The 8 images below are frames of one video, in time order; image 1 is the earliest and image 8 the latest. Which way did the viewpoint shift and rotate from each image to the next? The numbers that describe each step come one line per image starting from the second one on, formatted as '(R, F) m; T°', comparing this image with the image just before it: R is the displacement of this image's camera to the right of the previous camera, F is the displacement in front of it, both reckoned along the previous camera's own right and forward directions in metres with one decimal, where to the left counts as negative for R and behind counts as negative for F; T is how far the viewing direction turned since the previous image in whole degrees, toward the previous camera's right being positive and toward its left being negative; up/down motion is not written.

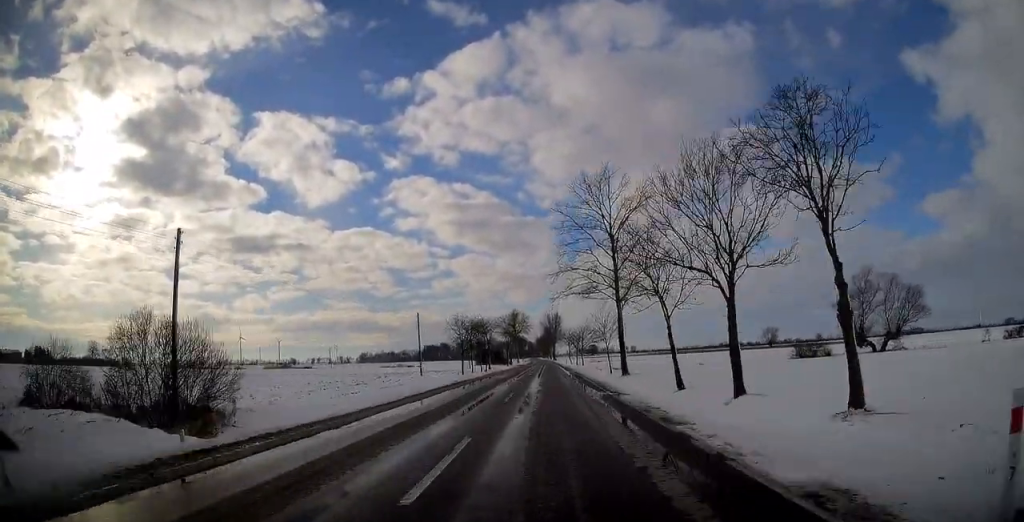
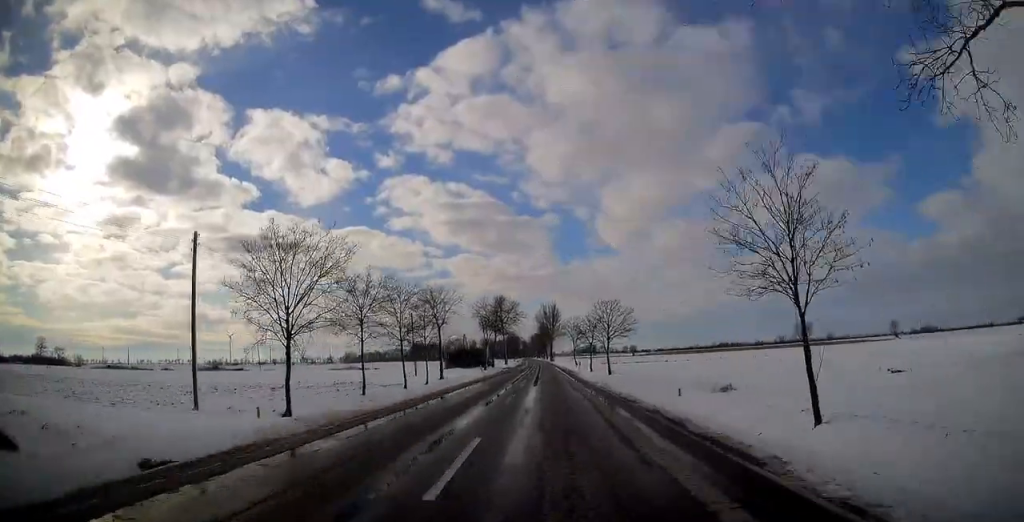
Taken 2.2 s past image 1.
(+0.2, +47.2) m; 0°
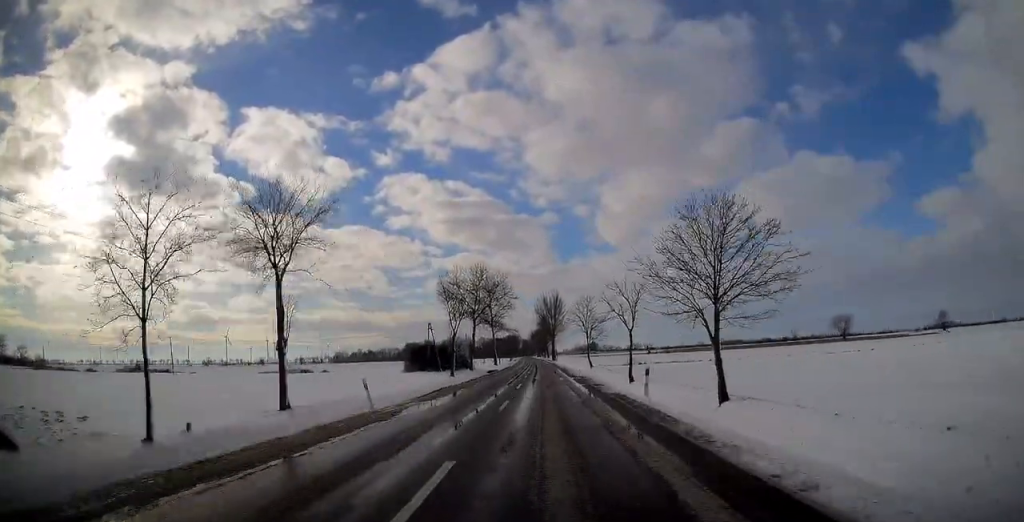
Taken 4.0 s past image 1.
(+0.1, +37.3) m; 0°
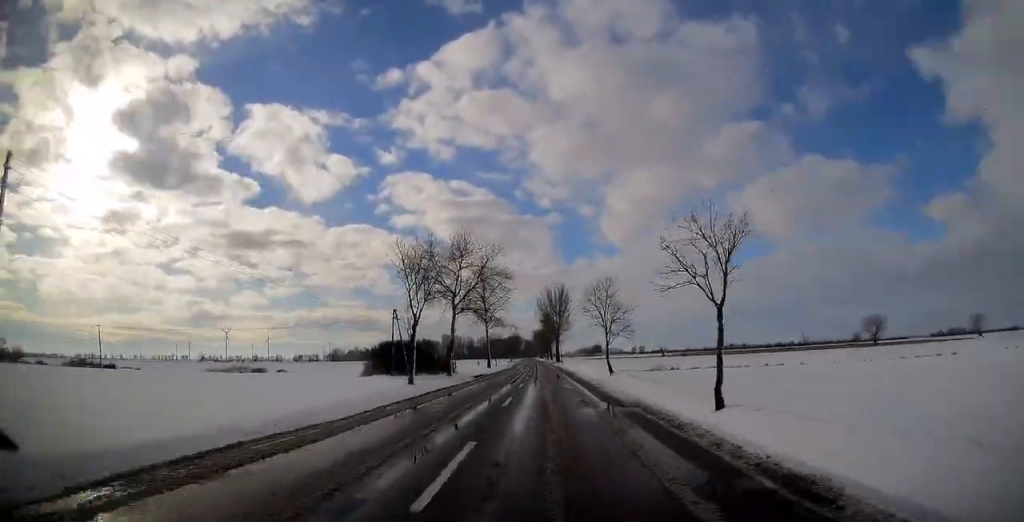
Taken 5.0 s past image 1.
(0.0, +21.8) m; 0°
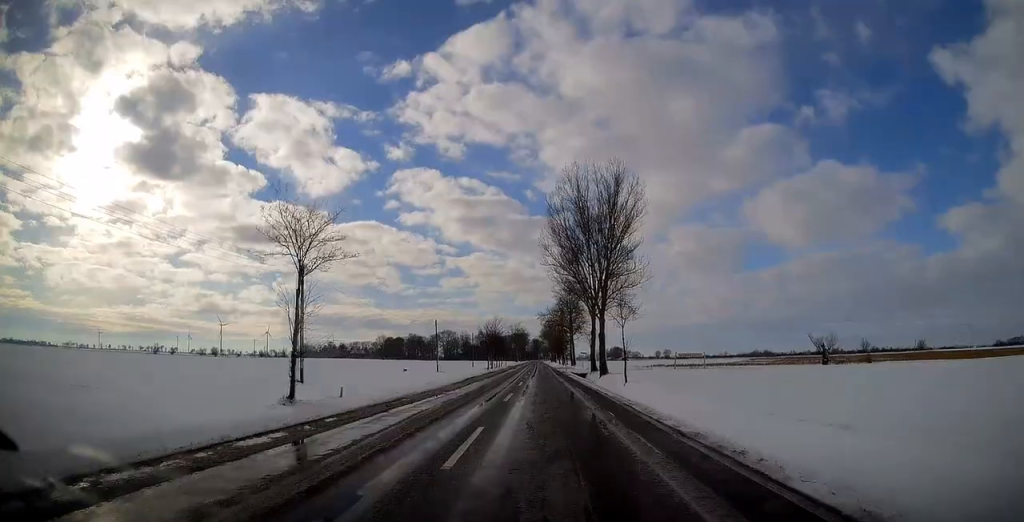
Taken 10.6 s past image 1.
(-0.9, +117.1) m; -1°
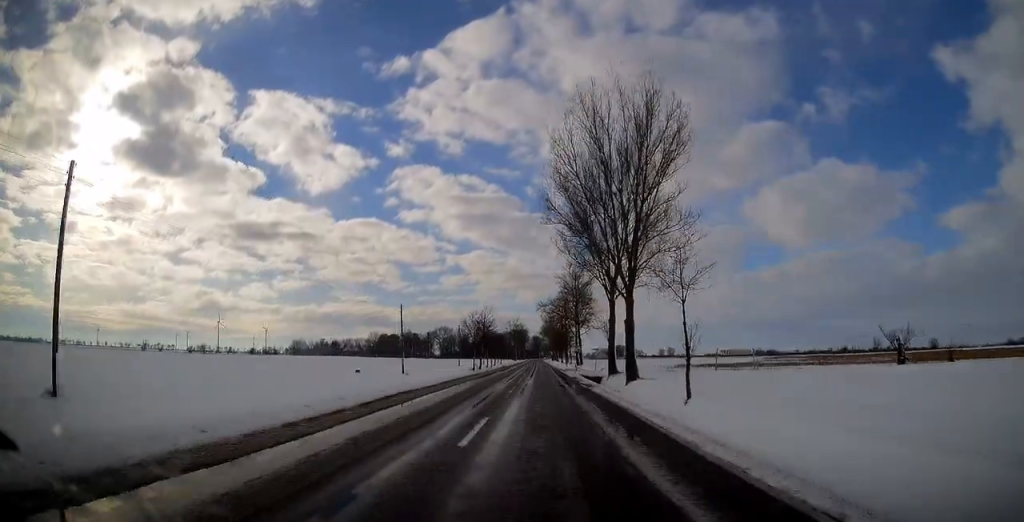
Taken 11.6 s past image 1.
(-0.2, +21.7) m; 0°
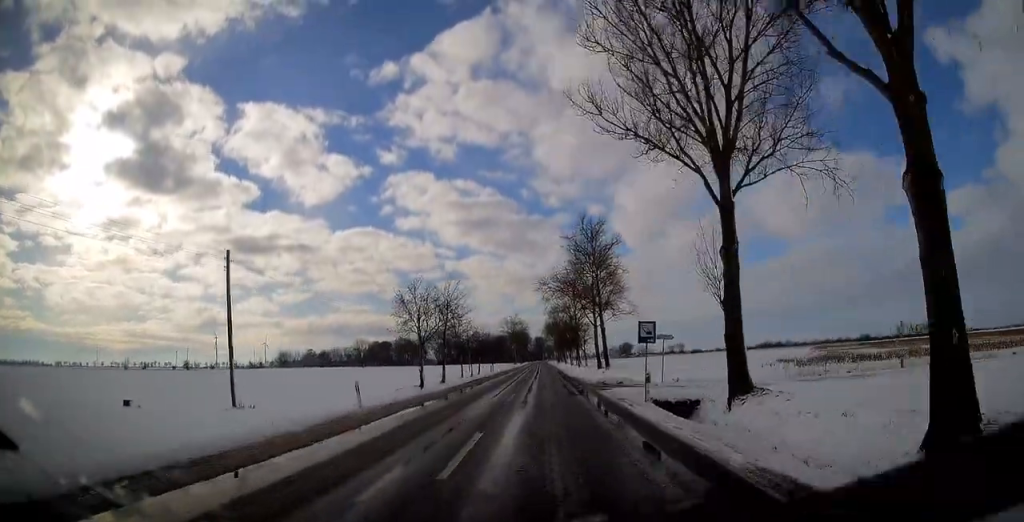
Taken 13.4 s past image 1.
(-0.2, +37.7) m; 0°
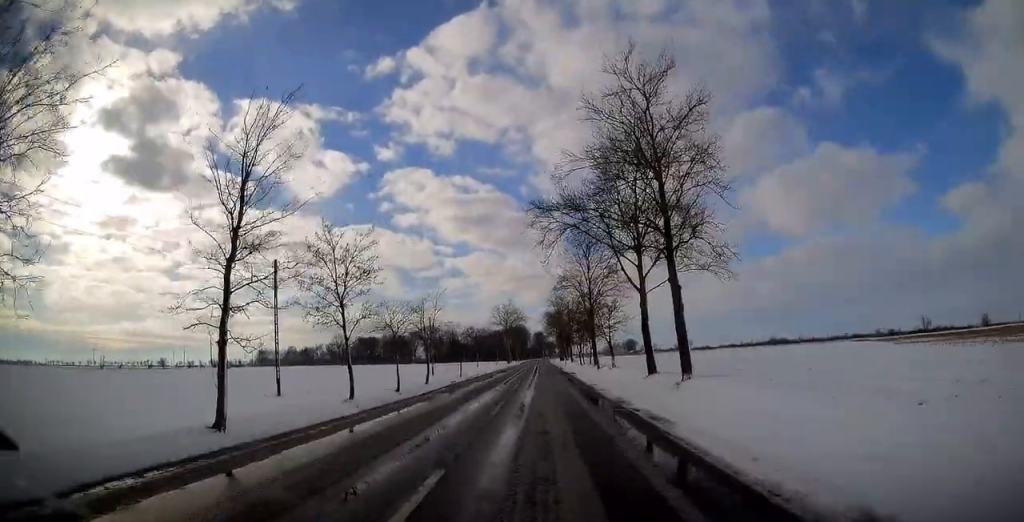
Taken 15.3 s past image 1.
(-0.1, +39.2) m; 0°
